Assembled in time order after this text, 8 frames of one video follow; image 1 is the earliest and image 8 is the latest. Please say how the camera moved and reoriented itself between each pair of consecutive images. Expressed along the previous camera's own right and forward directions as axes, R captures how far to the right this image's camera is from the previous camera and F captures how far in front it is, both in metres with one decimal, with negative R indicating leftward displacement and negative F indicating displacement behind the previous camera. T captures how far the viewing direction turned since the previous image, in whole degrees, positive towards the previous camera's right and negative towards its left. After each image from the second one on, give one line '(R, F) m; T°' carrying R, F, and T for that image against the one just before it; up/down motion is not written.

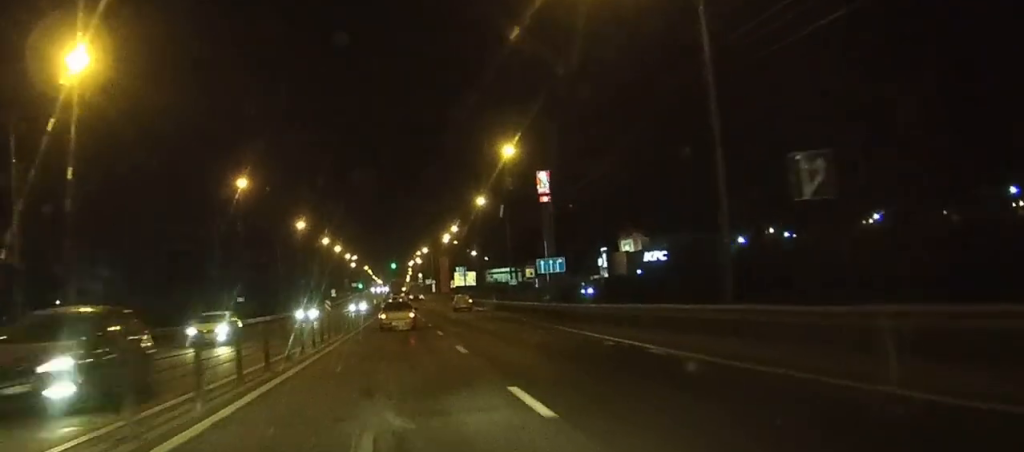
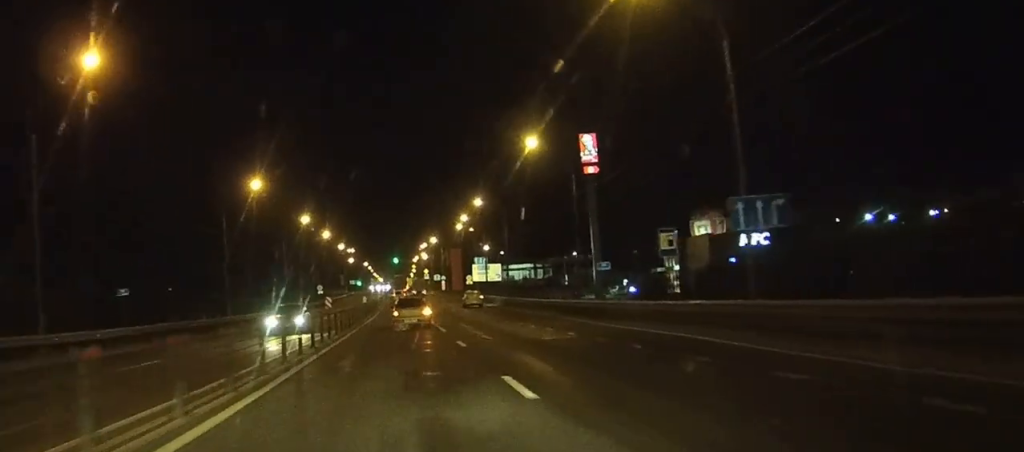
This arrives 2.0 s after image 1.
(-0.2, +33.7) m; 0°
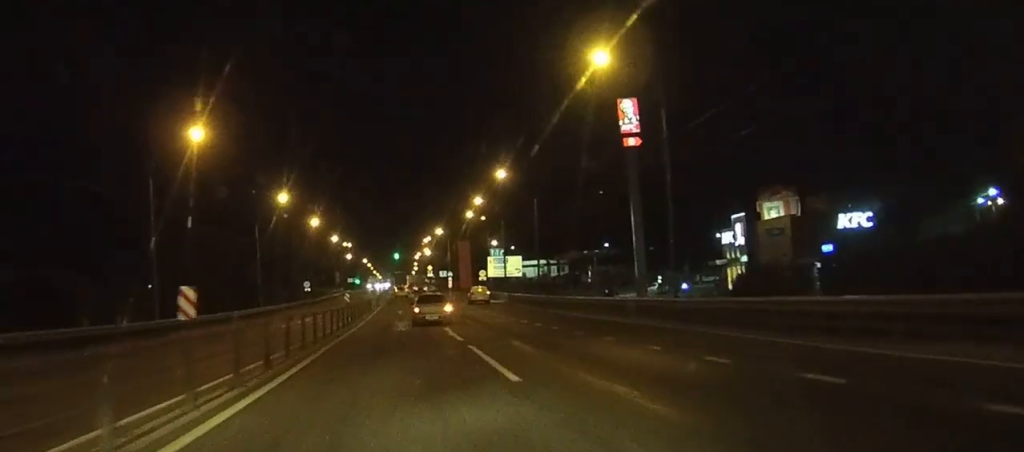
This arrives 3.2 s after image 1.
(+0.1, +20.6) m; 0°
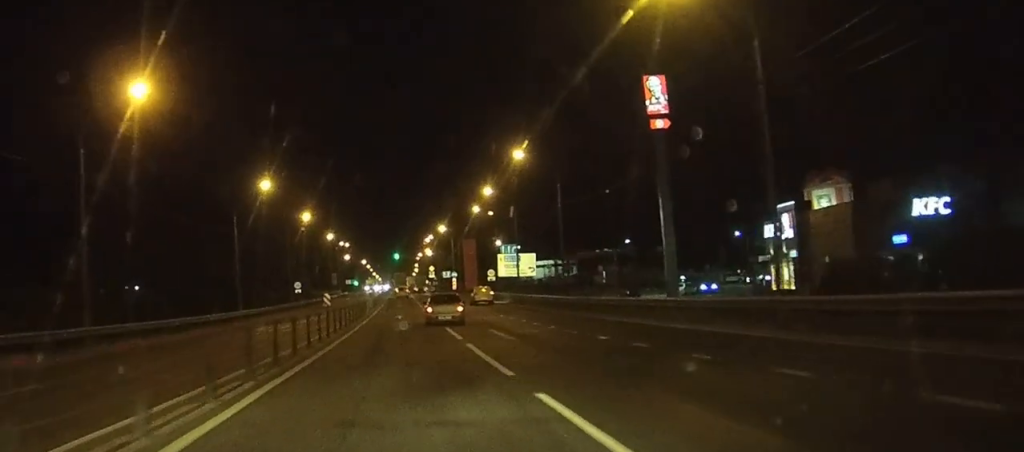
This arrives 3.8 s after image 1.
(0.0, +11.0) m; 0°
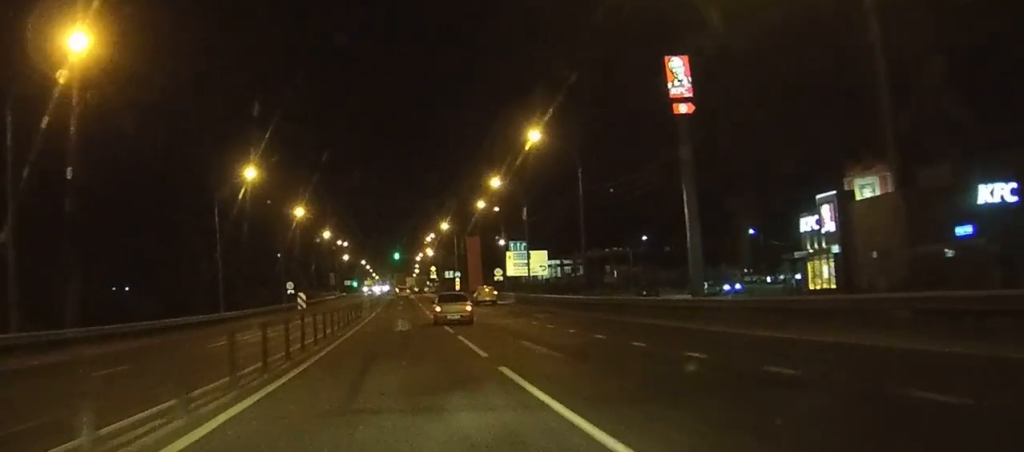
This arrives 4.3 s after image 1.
(0.0, +7.6) m; 0°
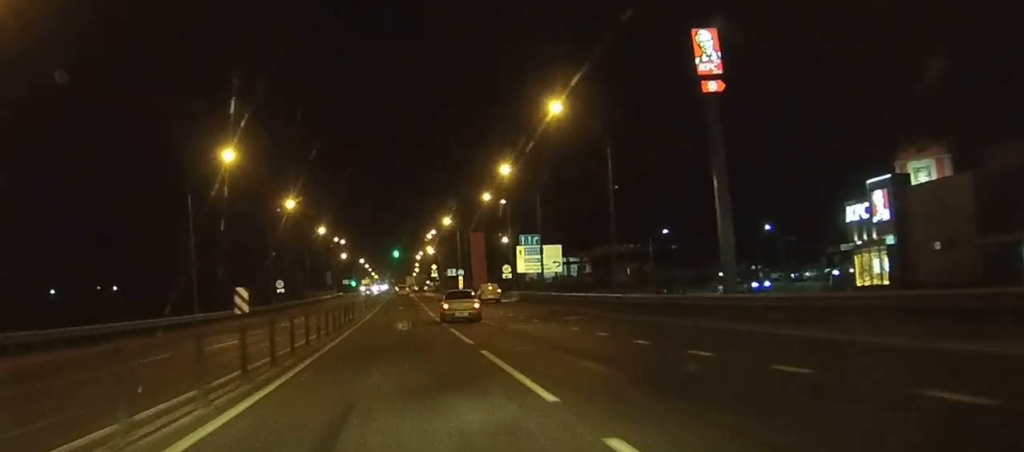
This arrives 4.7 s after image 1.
(0.0, +8.2) m; 0°
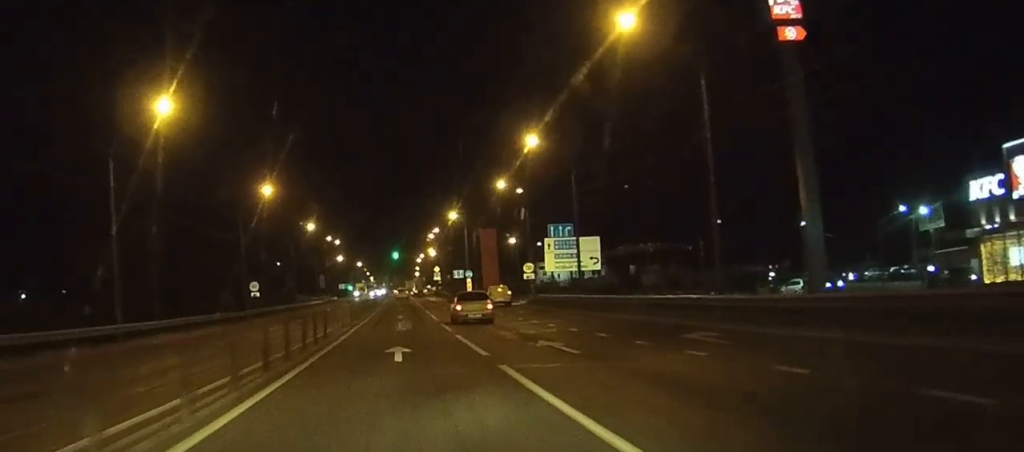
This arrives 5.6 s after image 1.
(0.0, +16.1) m; 0°
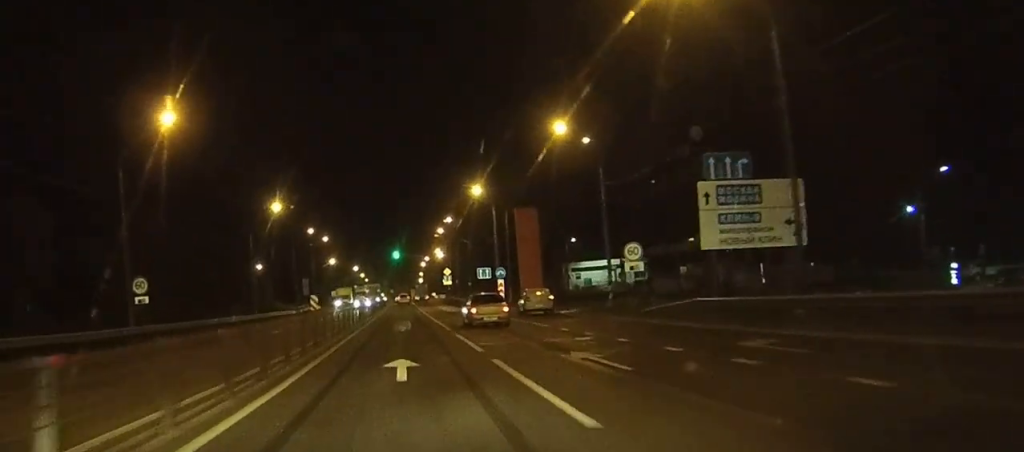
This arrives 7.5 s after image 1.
(-2.0, +34.4) m; 0°
